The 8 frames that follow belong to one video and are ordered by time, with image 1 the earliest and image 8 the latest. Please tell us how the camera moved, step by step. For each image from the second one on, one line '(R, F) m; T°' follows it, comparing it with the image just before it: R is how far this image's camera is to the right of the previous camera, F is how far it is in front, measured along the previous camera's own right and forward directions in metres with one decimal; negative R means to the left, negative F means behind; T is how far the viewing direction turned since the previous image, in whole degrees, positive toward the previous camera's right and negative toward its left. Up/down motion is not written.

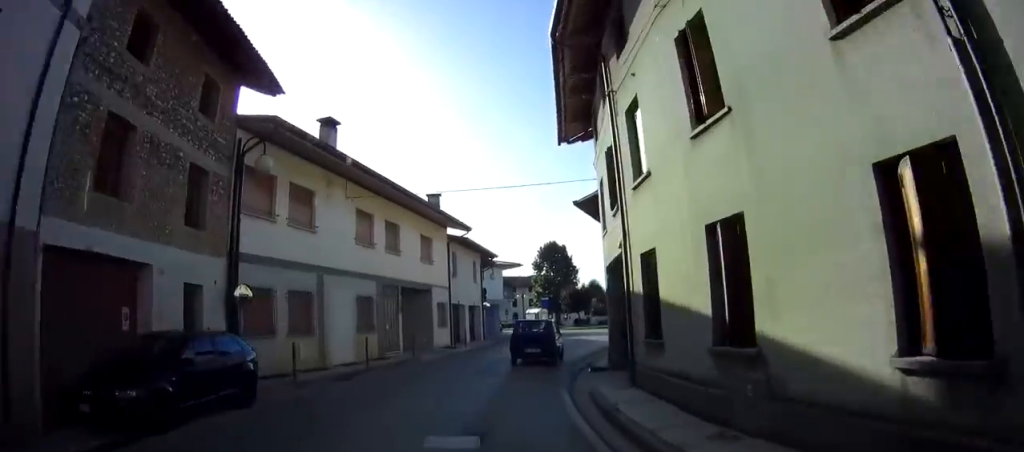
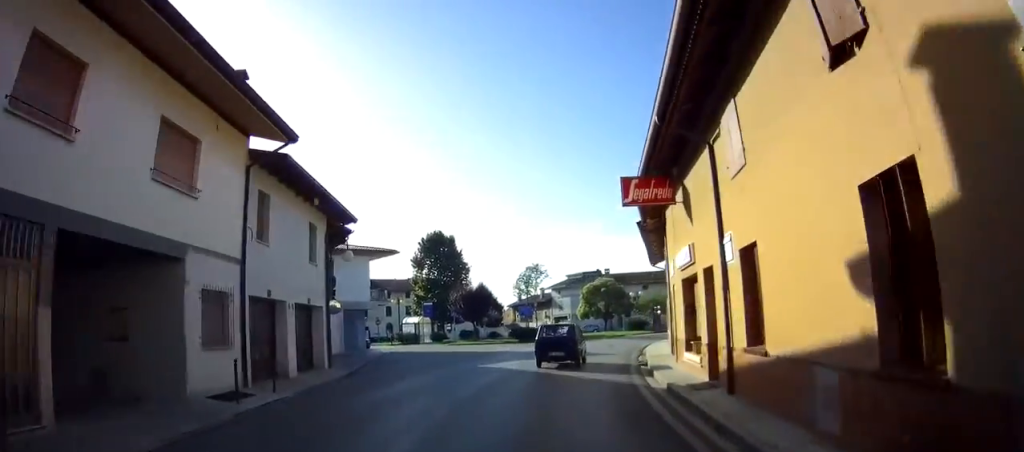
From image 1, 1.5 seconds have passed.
(+1.7, +17.0) m; +11°
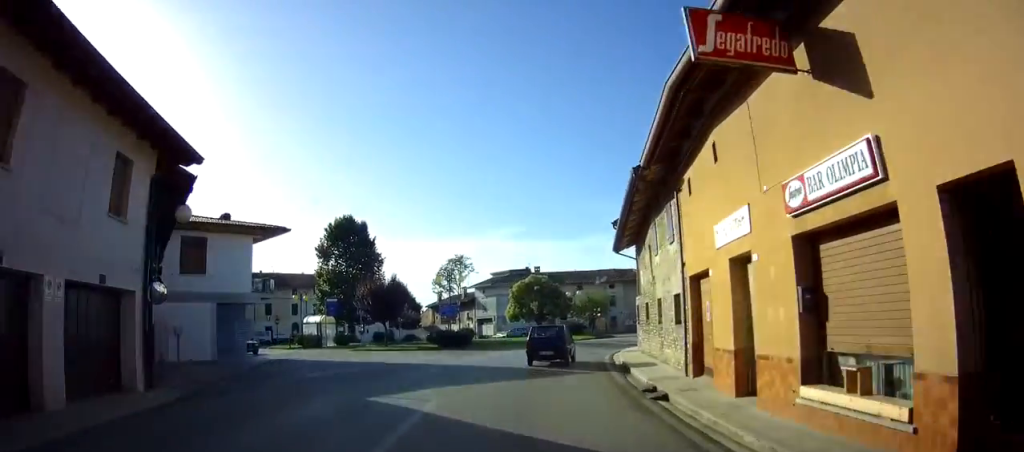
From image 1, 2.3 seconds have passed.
(+0.5, +8.2) m; +3°
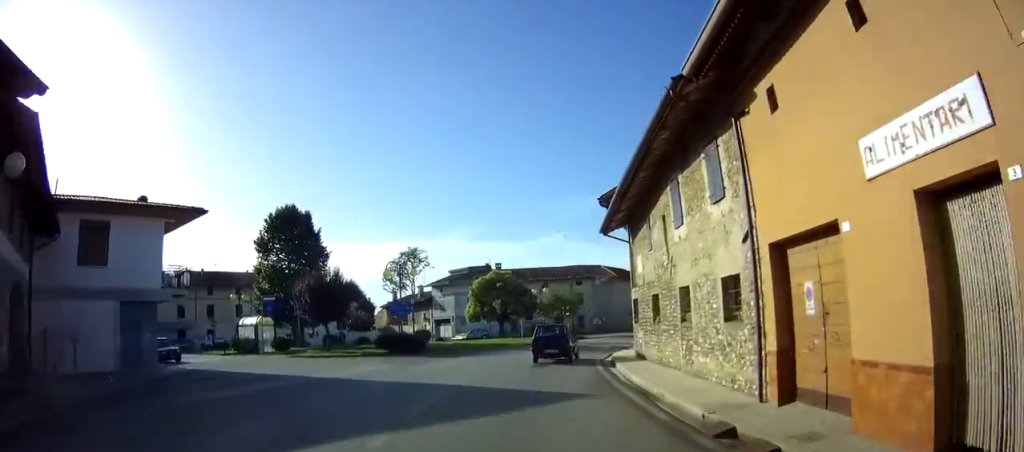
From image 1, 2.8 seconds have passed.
(0.0, +5.1) m; +3°
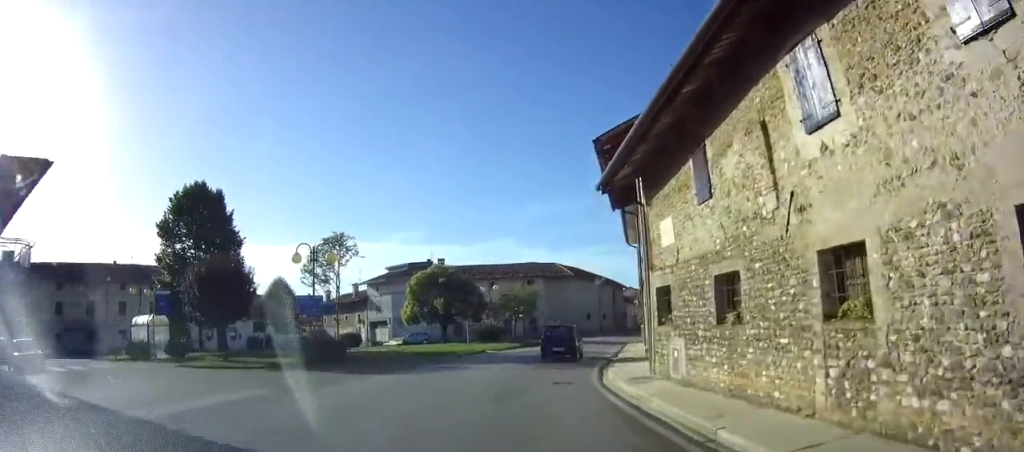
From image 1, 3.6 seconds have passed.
(+0.2, +7.5) m; +7°
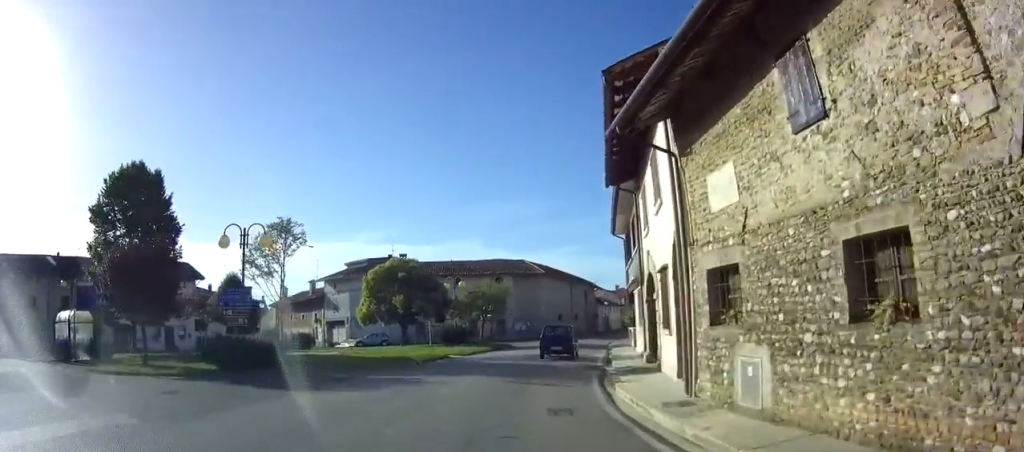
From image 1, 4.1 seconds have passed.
(+0.3, +4.0) m; +5°
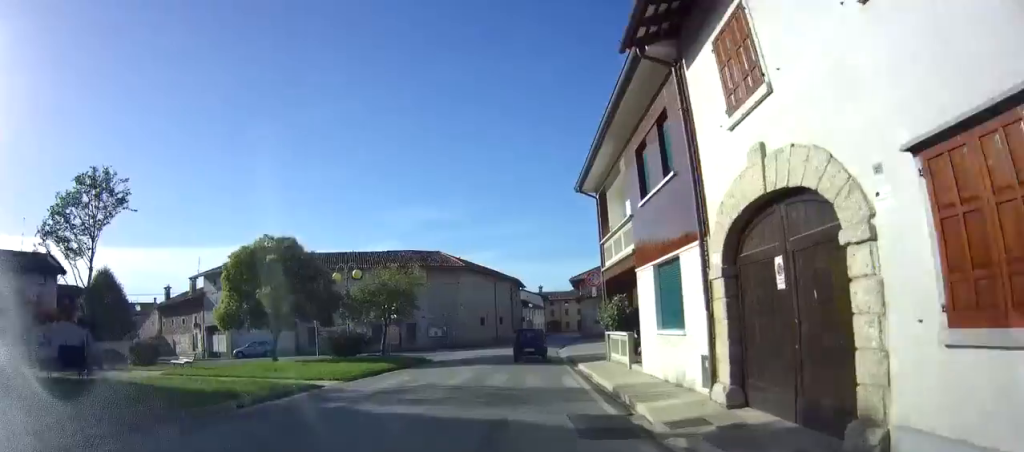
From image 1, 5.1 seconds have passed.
(+0.9, +9.7) m; +10°
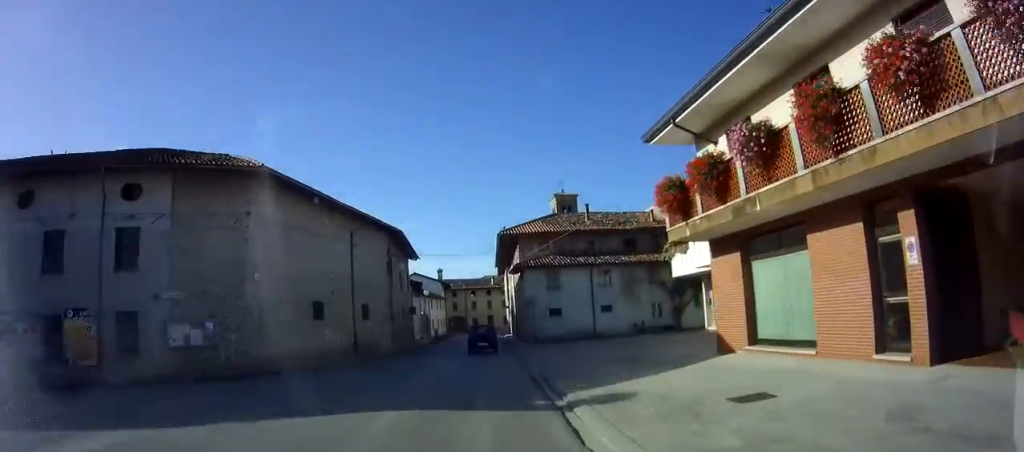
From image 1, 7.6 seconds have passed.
(+4.9, +27.5) m; +16°
